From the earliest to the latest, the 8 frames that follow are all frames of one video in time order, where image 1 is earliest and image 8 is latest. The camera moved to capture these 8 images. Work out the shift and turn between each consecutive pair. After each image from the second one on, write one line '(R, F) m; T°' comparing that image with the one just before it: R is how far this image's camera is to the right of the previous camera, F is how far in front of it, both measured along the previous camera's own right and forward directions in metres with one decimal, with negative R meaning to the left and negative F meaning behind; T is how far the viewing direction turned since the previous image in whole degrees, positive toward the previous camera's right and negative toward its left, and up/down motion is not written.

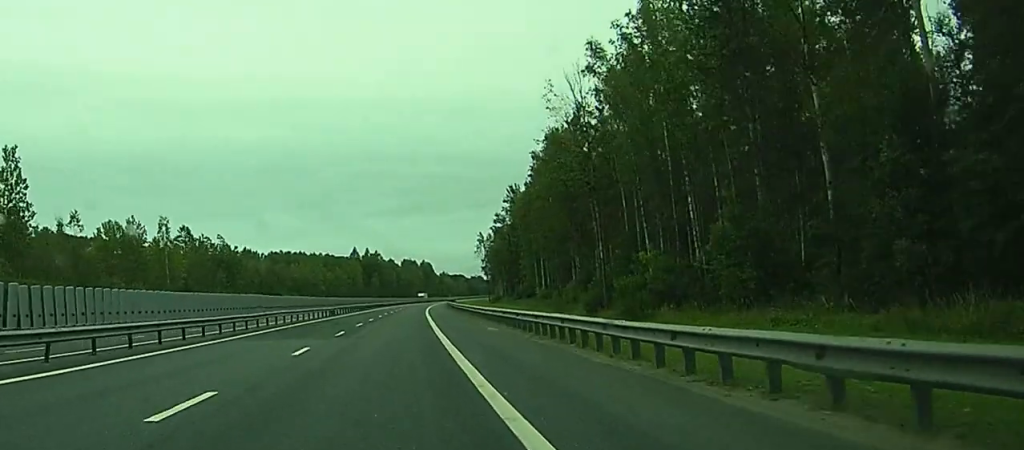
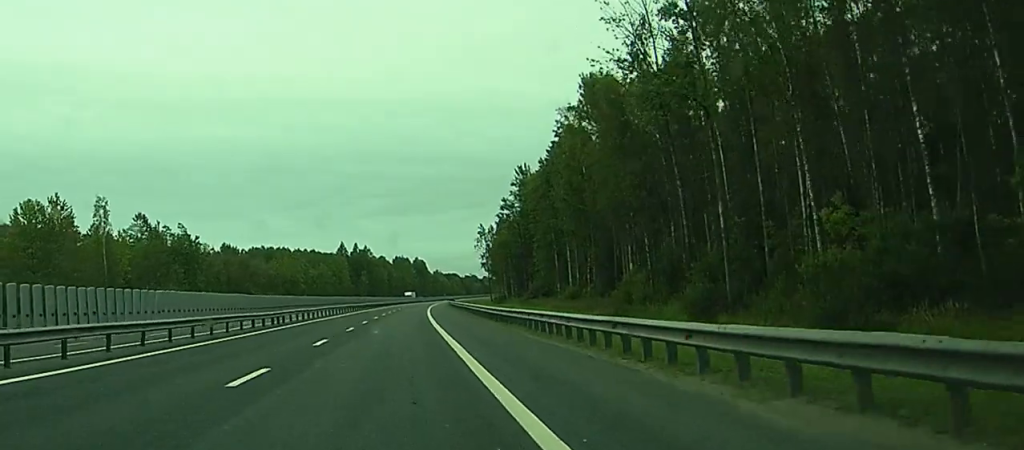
(+0.9, +32.0) m; 0°
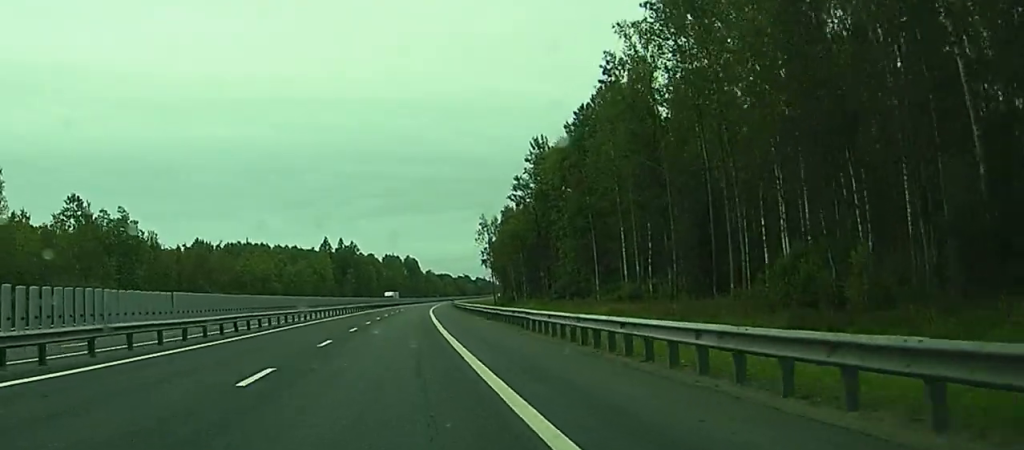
(-1.2, +35.2) m; -1°
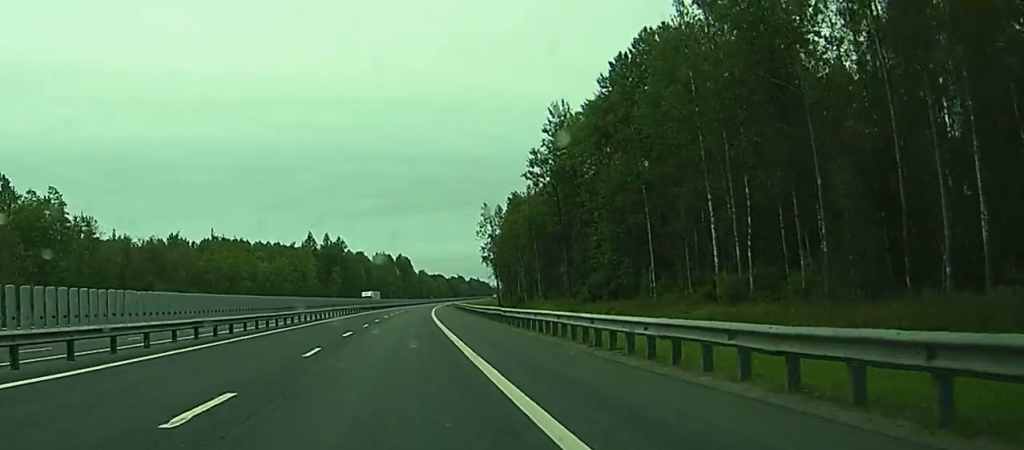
(+0.9, +28.3) m; +2°
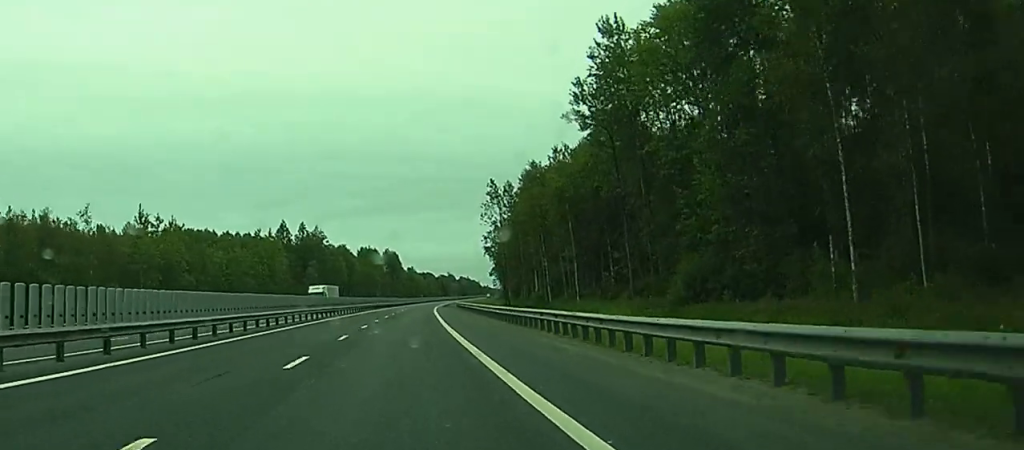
(+0.4, +39.7) m; +1°
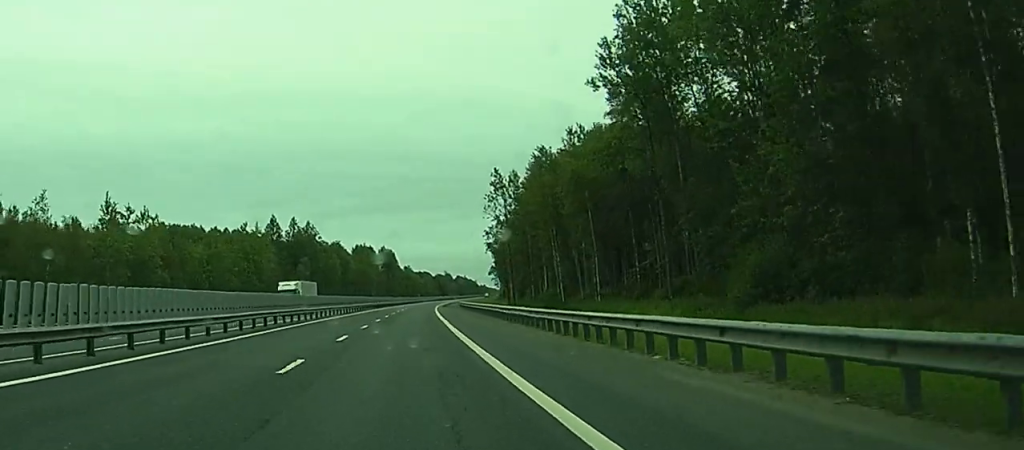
(+0.1, +13.2) m; 0°
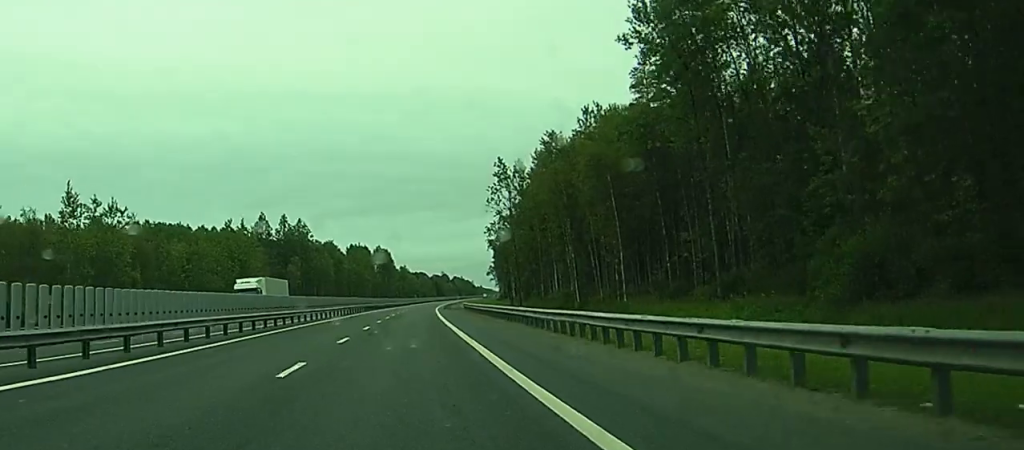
(0.0, +12.3) m; 0°
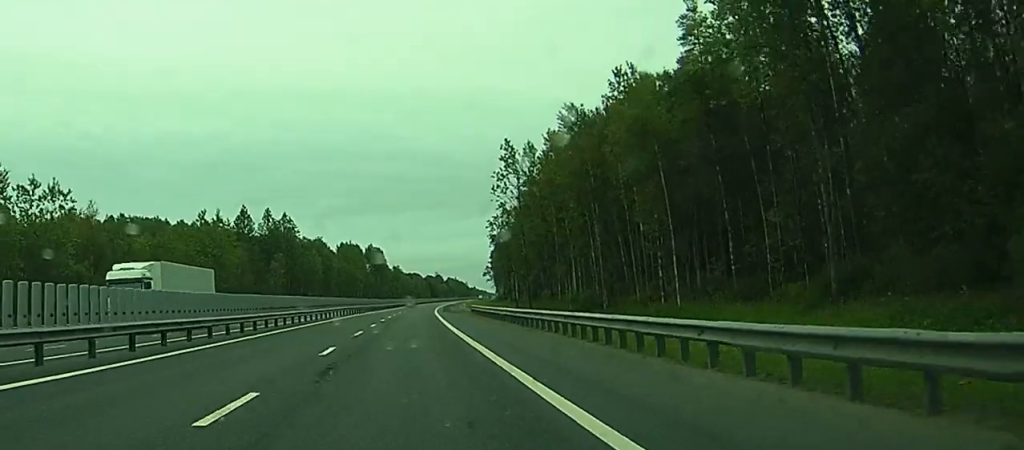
(0.0, +17.5) m; 0°
